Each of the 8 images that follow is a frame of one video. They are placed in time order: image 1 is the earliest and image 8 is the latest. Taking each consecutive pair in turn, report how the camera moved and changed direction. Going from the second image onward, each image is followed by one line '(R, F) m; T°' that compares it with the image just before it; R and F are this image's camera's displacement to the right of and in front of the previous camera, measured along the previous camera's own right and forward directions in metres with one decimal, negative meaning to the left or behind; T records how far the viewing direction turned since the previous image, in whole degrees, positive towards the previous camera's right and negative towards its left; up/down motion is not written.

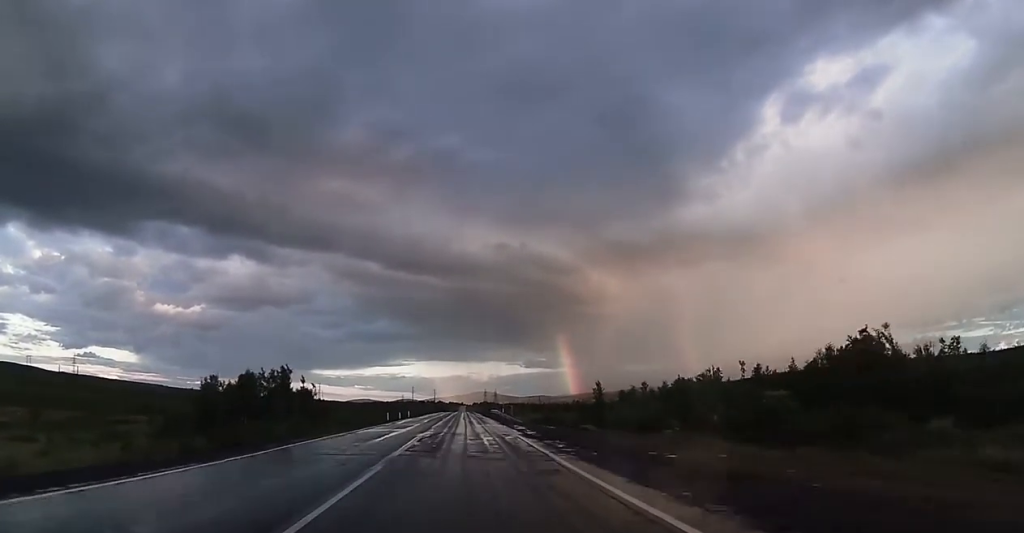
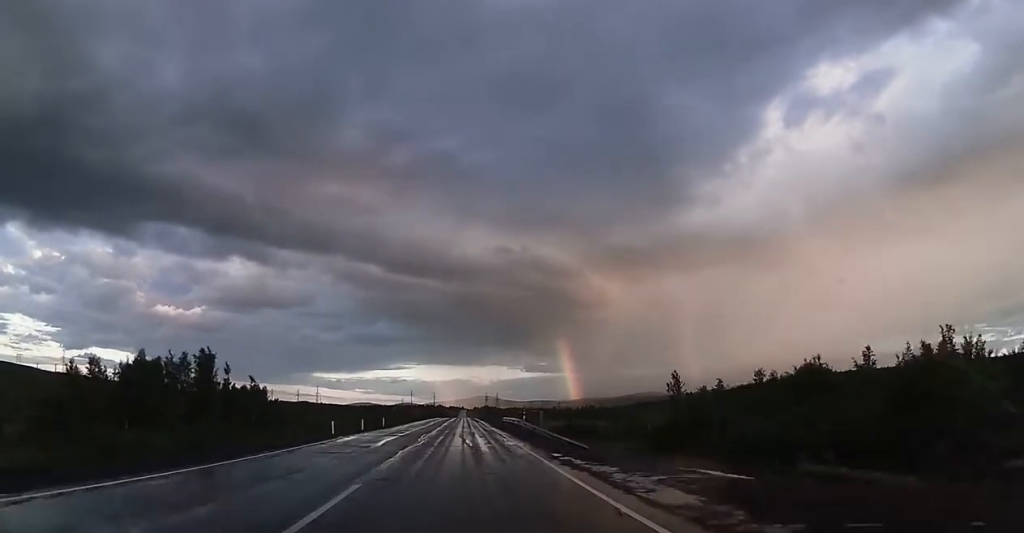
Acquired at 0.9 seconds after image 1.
(0.0, +27.7) m; 0°
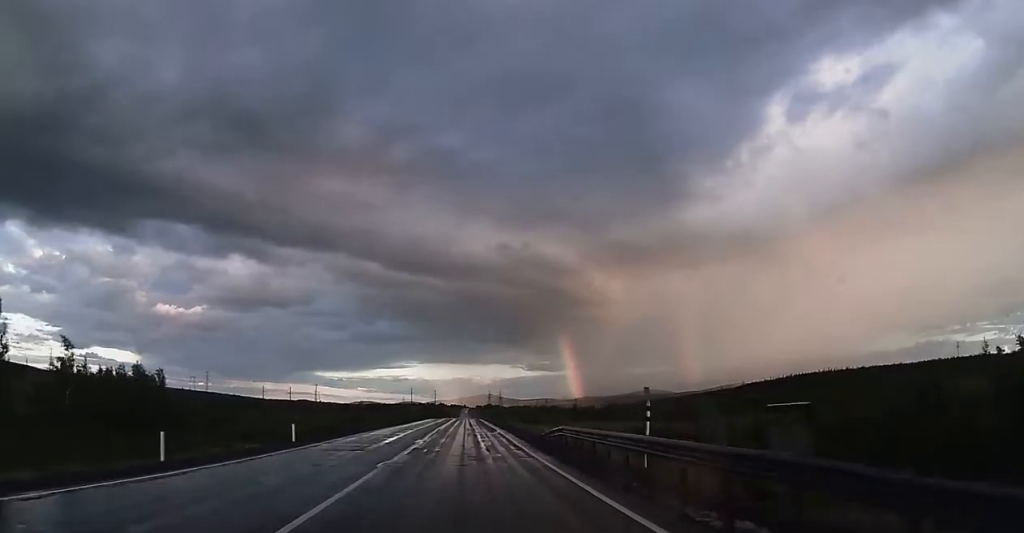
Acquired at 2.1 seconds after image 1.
(0.0, +33.5) m; 0°
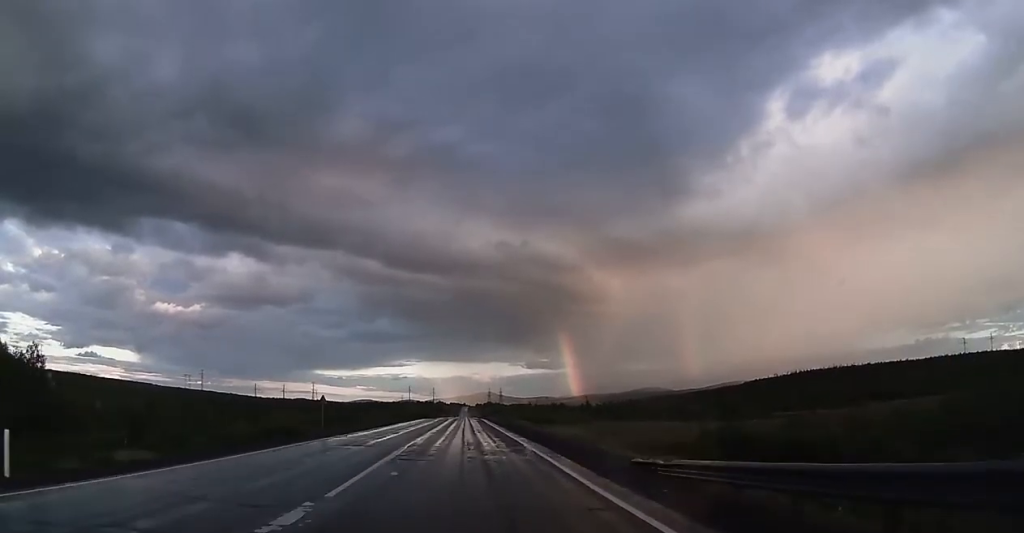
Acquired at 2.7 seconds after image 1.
(0.0, +19.5) m; 0°
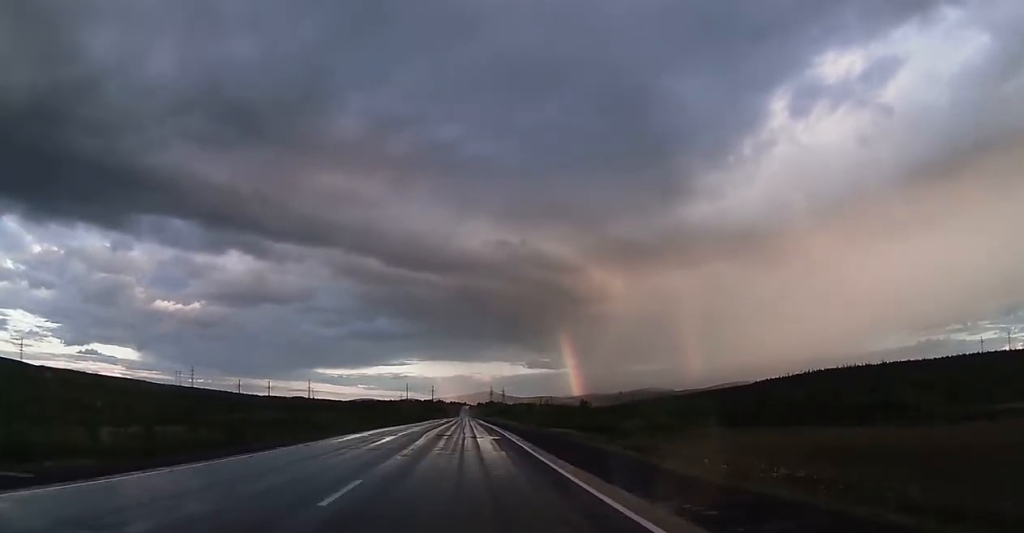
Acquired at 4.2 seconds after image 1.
(+0.1, +42.8) m; 0°
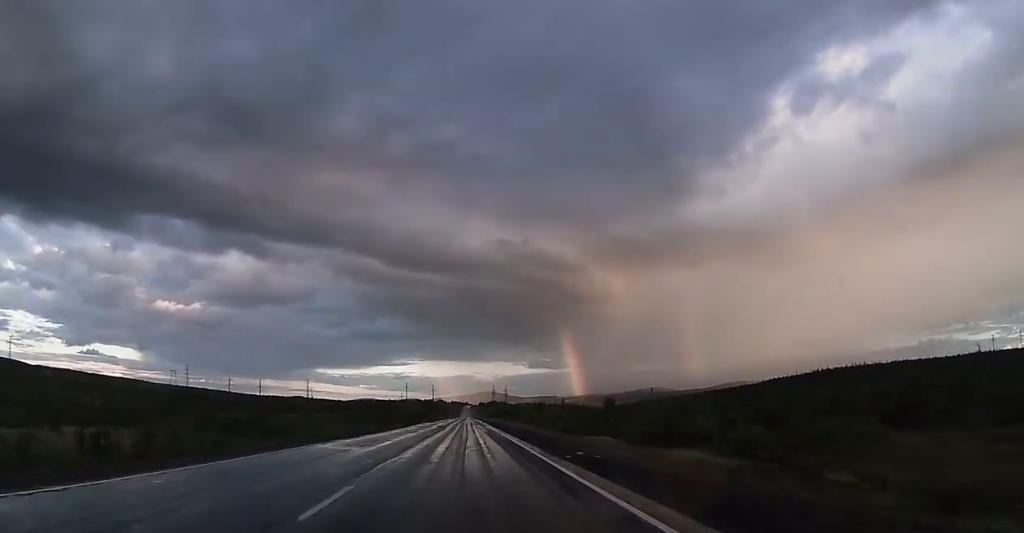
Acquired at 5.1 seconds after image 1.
(+0.2, +25.1) m; 0°
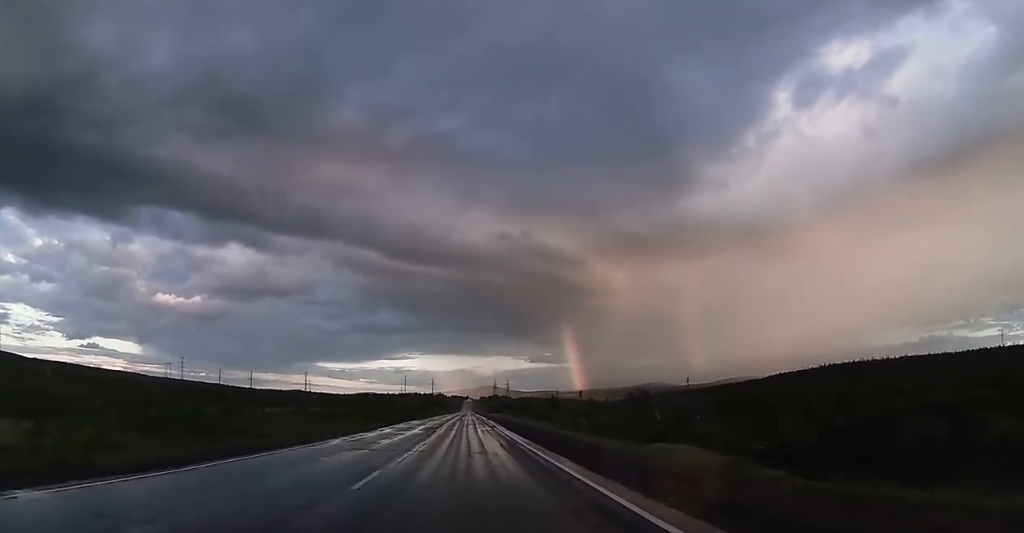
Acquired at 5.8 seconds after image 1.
(-0.3, +21.2) m; 0°
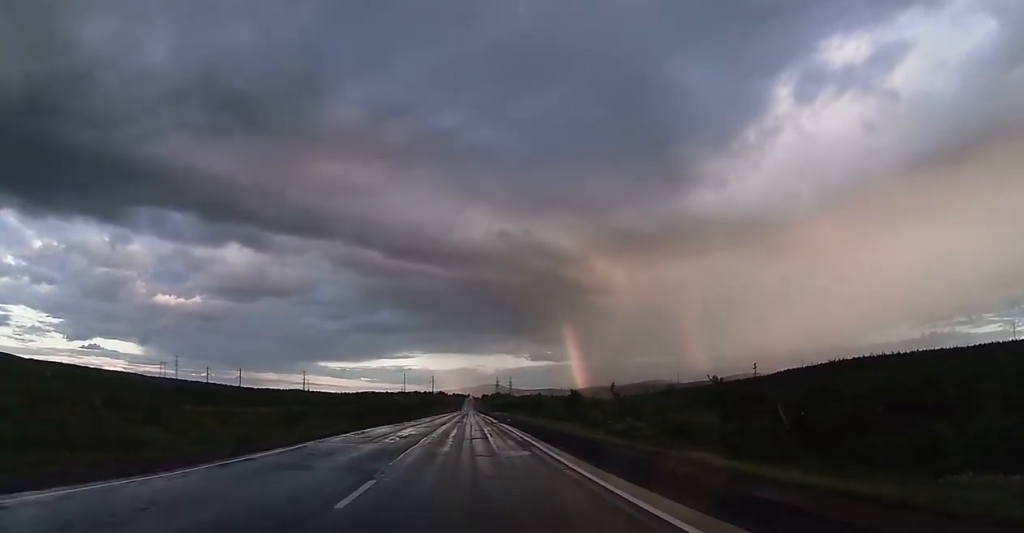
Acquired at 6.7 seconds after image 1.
(0.0, +25.9) m; 0°
